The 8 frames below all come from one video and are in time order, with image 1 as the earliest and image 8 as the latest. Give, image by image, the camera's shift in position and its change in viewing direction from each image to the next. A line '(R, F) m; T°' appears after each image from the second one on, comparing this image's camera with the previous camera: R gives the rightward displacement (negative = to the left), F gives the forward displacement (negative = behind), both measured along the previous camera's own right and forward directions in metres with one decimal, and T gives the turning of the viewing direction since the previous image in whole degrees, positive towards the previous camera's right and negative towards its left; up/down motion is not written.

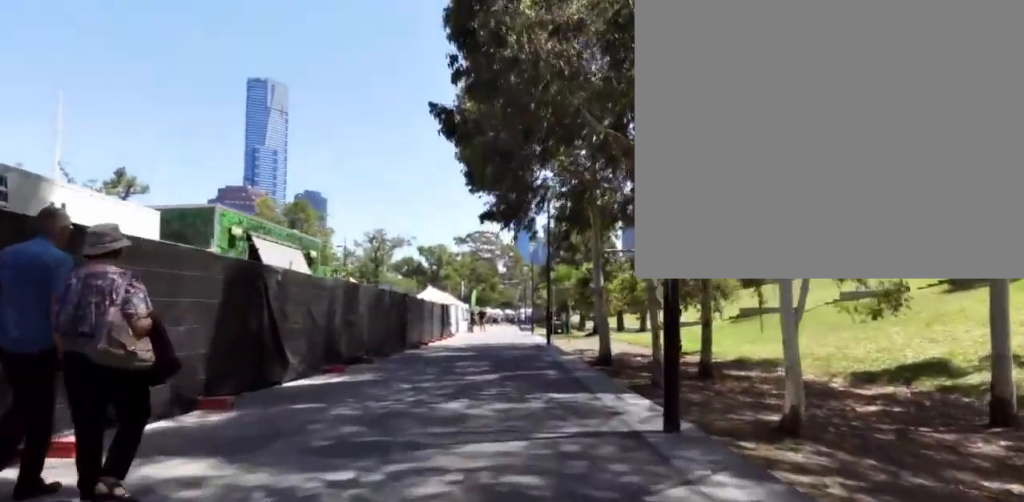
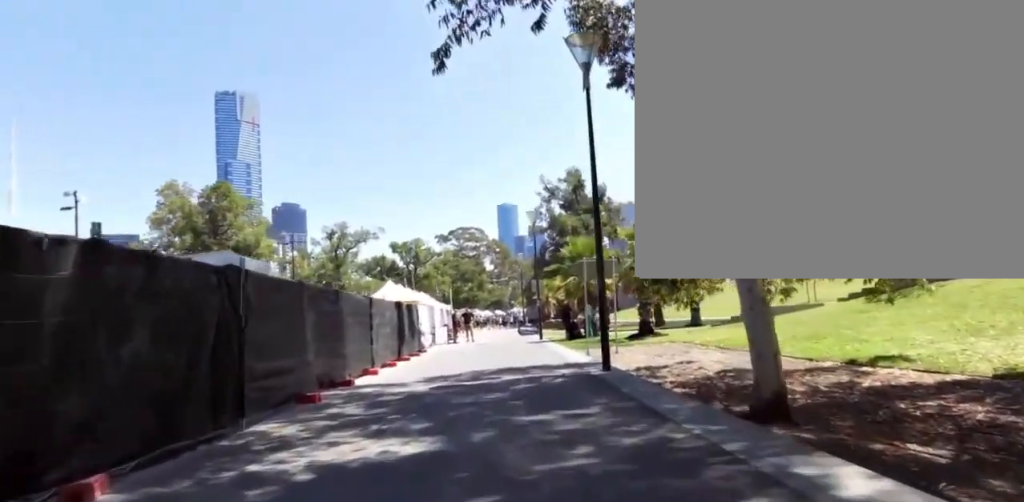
(0.0, +12.4) m; 0°
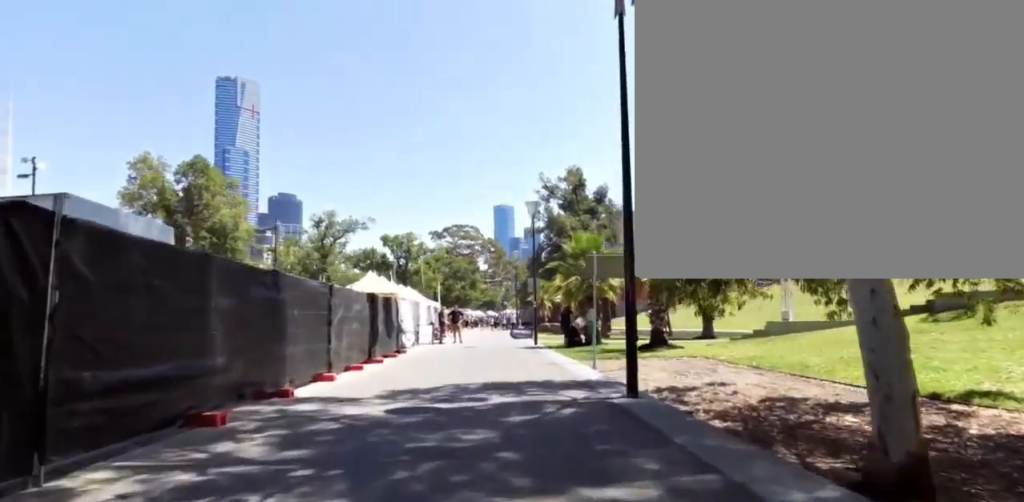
(0.0, +2.9) m; 0°
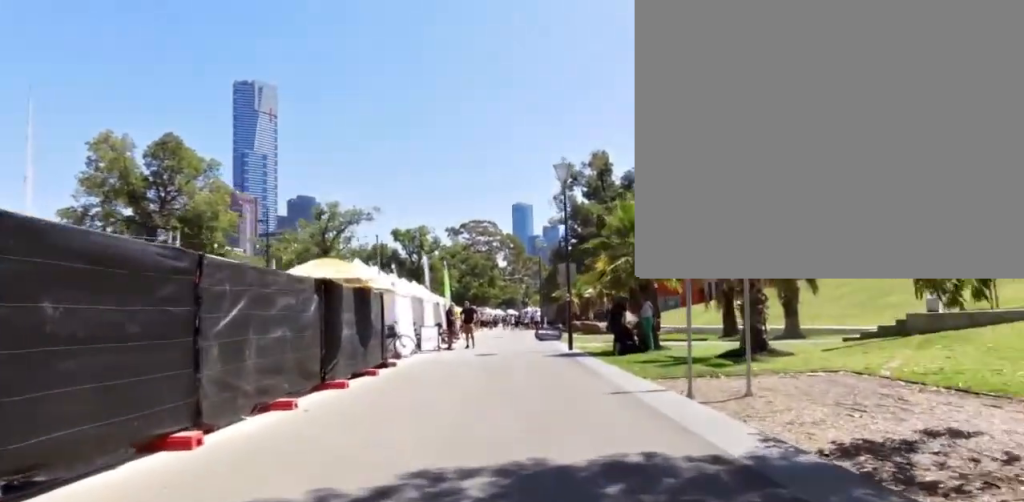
(0.0, +6.2) m; 0°
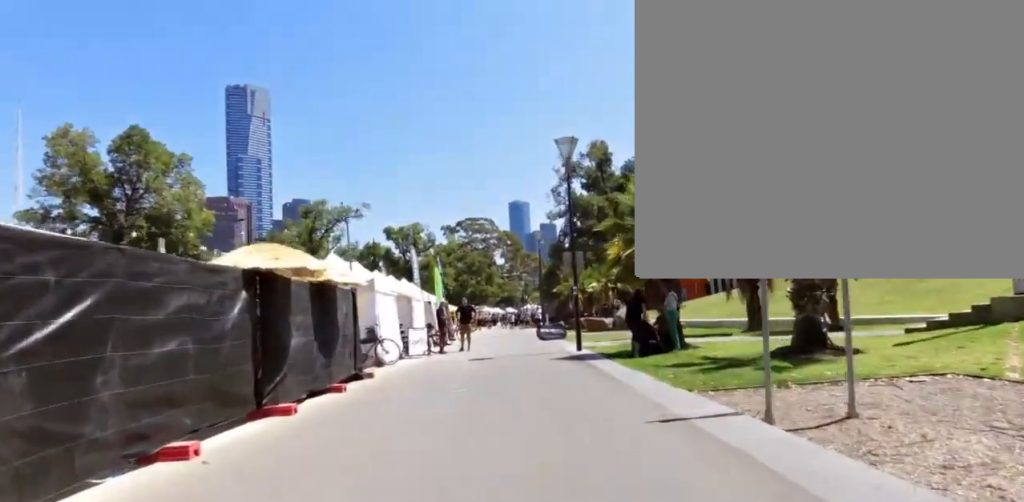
(0.0, +2.8) m; 0°
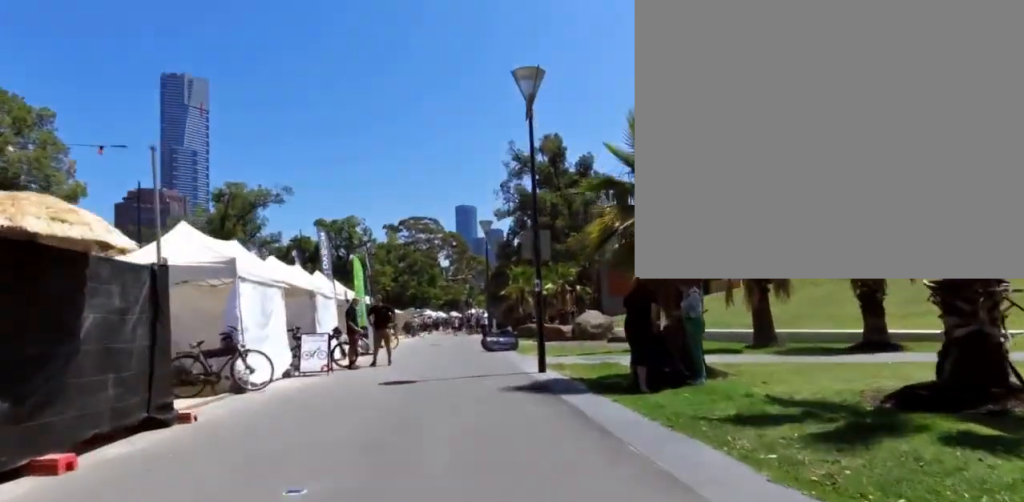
(0.0, +5.5) m; 0°
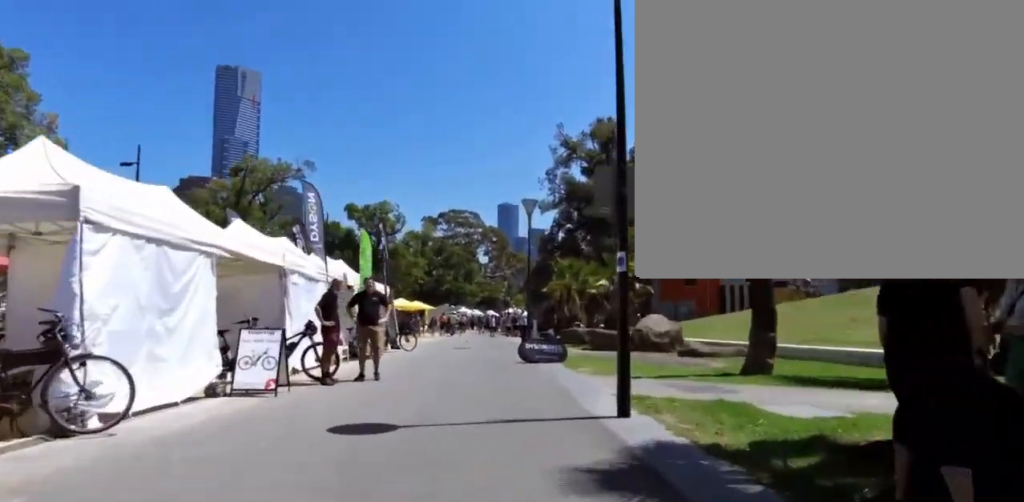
(0.0, +5.3) m; 0°
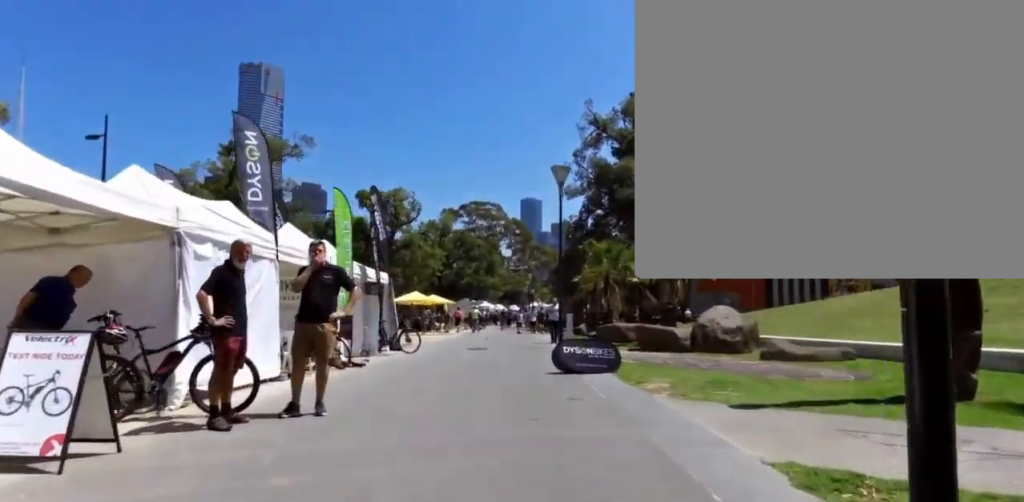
(0.0, +4.6) m; -9°
